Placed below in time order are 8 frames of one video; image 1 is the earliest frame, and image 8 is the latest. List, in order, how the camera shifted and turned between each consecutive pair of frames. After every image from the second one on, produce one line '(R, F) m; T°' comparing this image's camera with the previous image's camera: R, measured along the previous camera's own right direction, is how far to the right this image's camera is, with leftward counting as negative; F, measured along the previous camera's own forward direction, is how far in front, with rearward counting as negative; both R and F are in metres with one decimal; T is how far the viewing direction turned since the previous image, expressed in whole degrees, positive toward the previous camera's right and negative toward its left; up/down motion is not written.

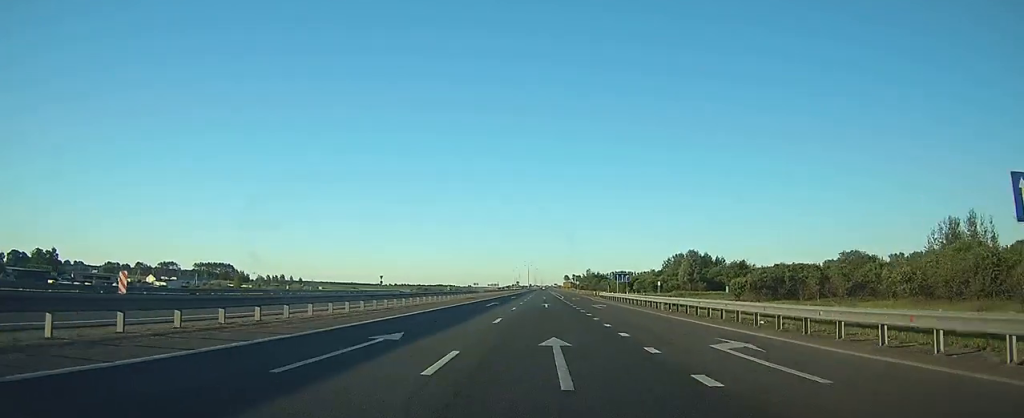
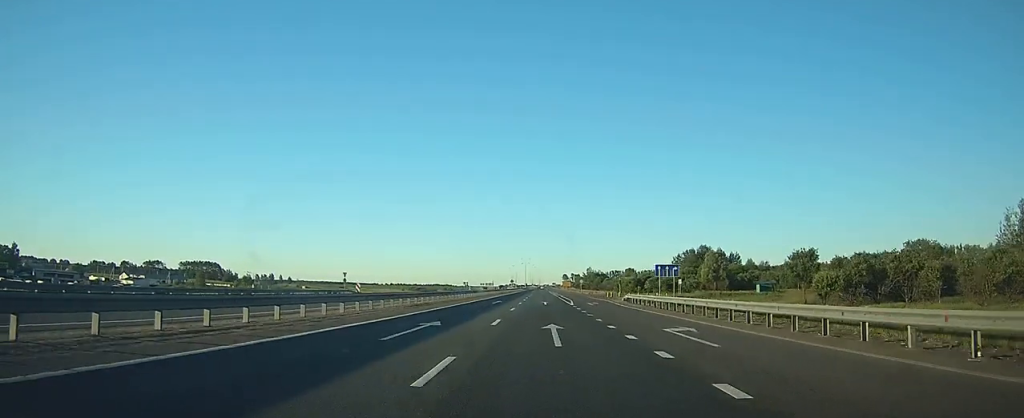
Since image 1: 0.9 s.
(0.0, +24.7) m; 0°
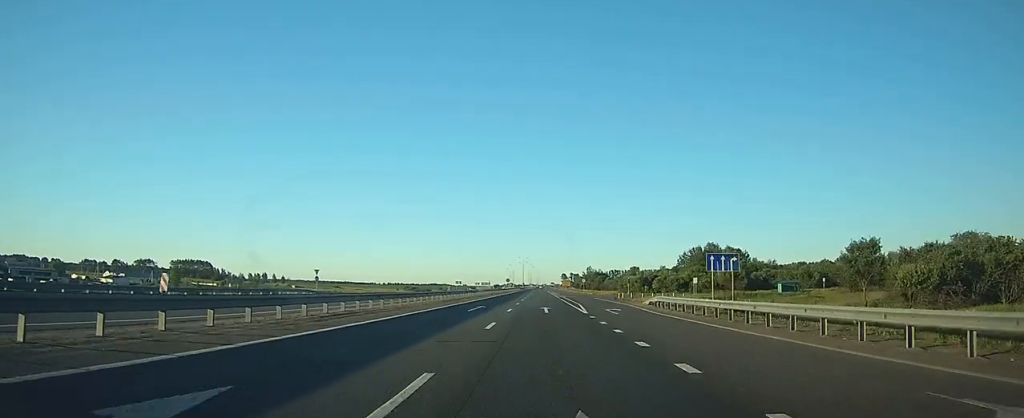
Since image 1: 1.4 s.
(0.0, +13.8) m; 0°
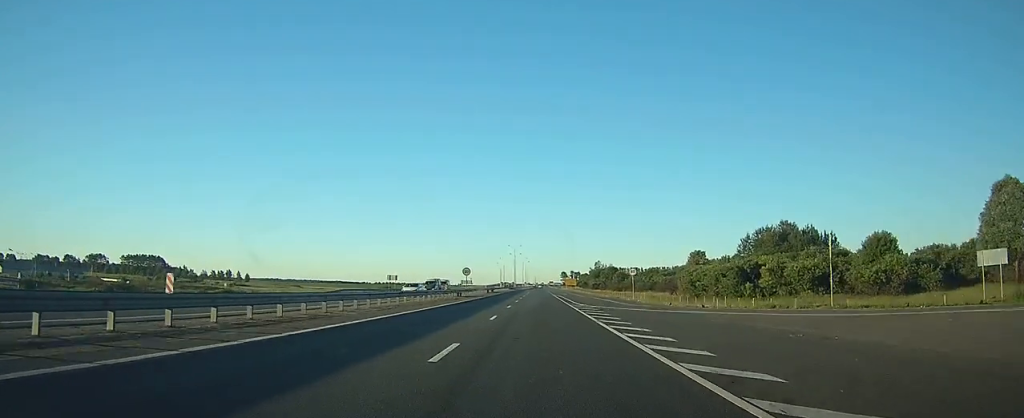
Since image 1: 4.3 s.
(+0.1, +79.1) m; 0°
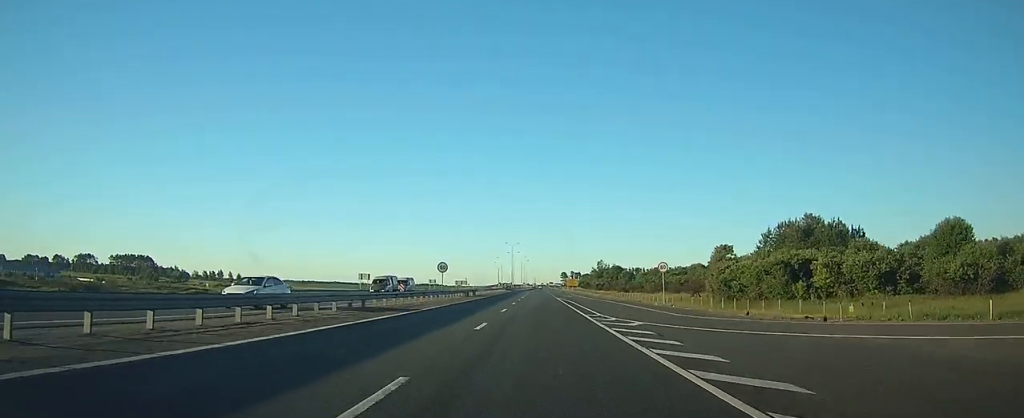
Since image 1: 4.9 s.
(0.0, +16.6) m; 0°
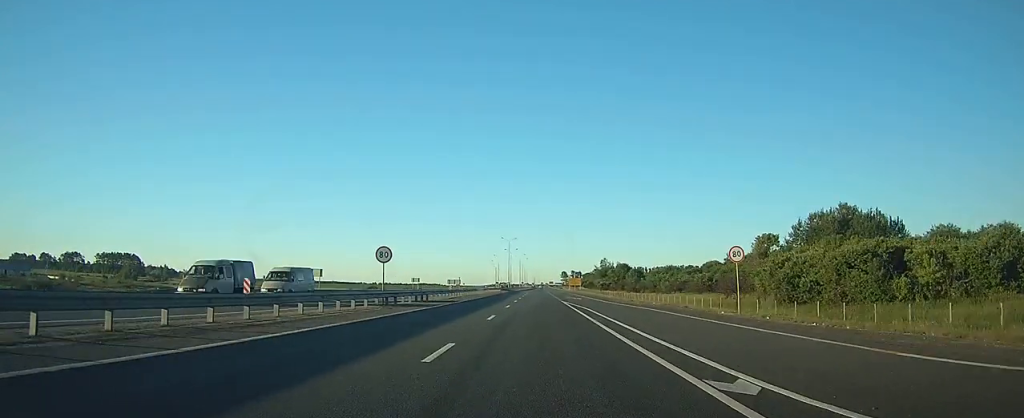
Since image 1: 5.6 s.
(0.0, +19.3) m; 0°
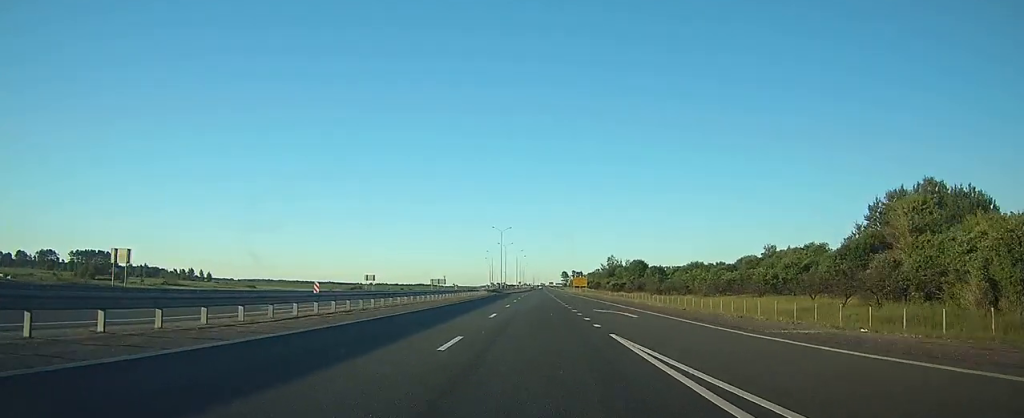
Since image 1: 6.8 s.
(+0.1, +34.0) m; 0°
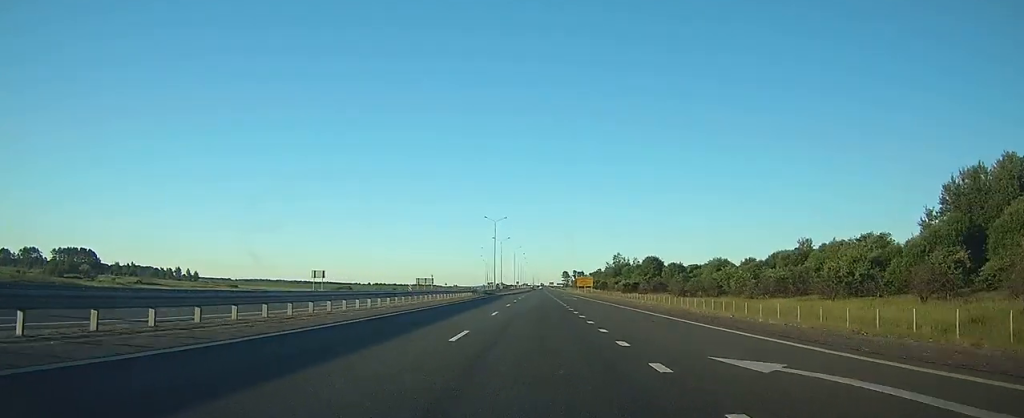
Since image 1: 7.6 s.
(0.0, +22.0) m; 0°
